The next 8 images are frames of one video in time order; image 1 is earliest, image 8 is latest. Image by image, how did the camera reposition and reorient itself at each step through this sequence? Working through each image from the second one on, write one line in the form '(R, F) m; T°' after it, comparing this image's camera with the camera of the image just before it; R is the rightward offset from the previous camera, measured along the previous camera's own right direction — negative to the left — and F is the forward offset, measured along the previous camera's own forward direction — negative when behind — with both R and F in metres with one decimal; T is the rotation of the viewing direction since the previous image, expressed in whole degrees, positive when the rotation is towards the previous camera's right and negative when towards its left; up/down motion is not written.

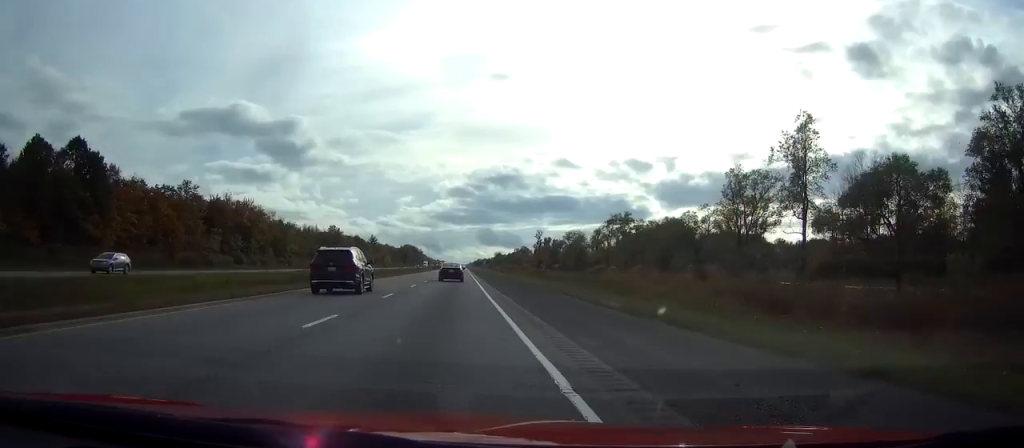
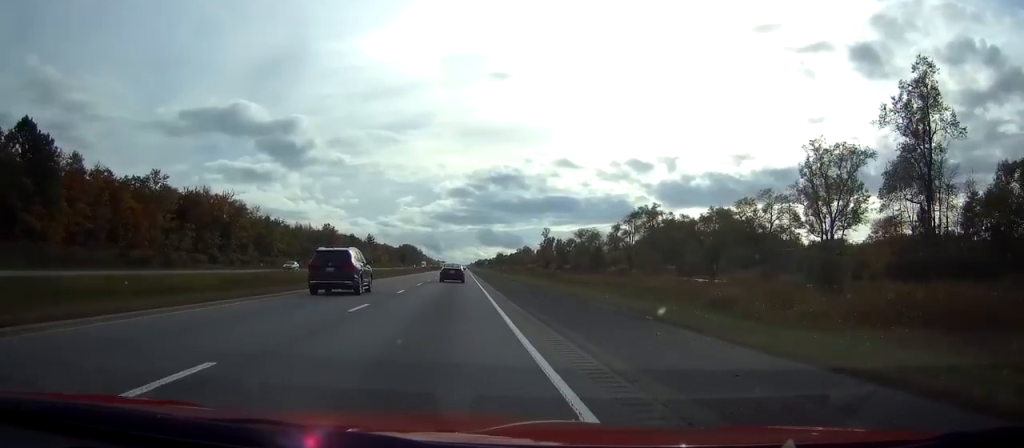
(0.0, +19.2) m; 0°
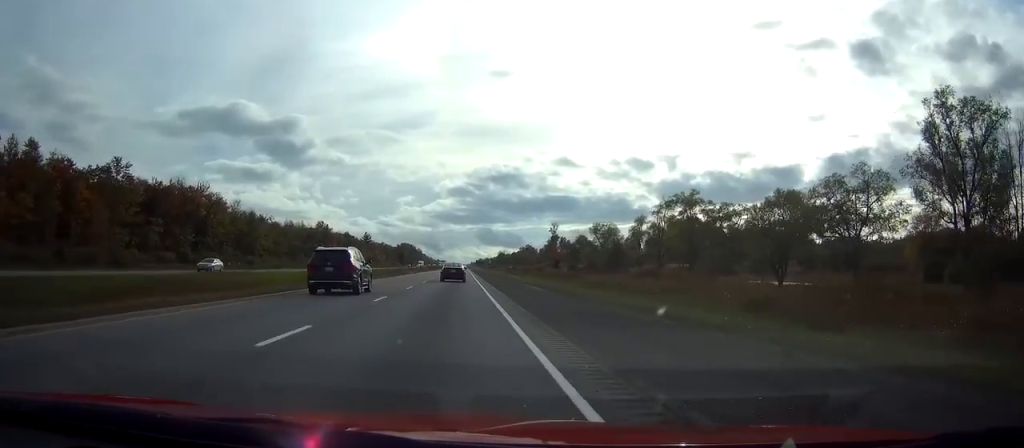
(0.0, +19.2) m; 0°
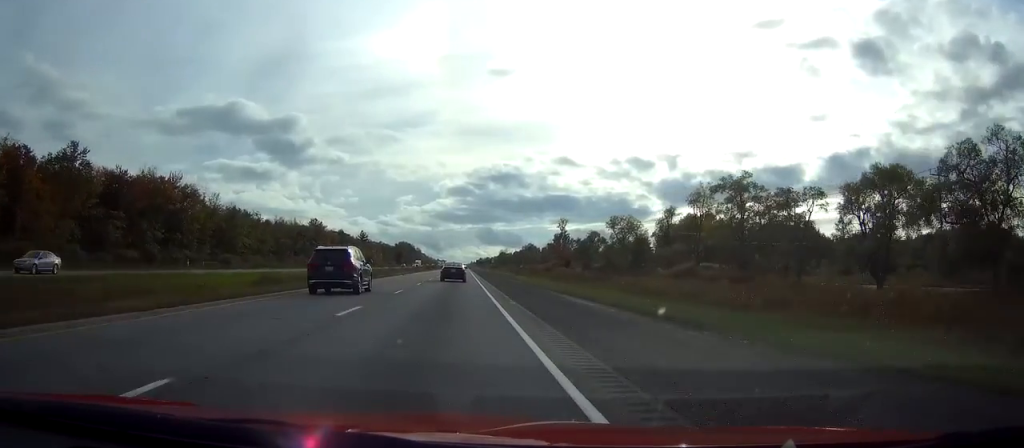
(0.0, +17.9) m; 0°
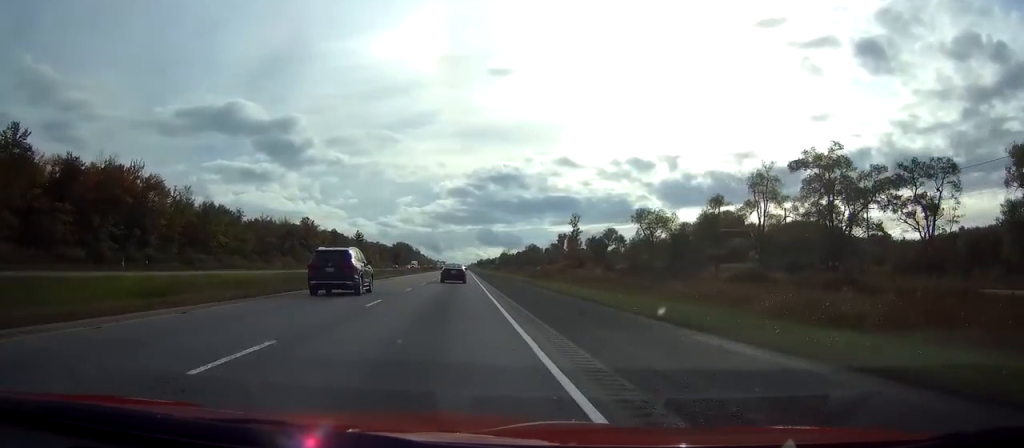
(0.0, +20.3) m; 0°
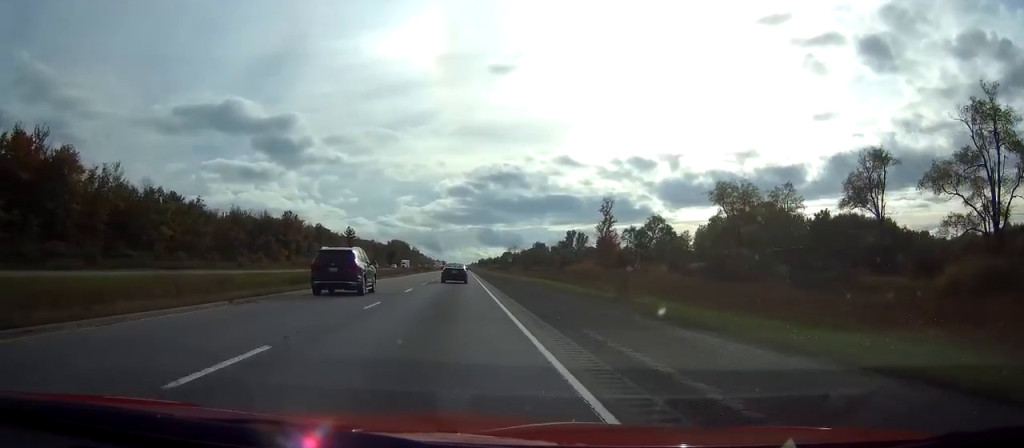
(0.0, +36.9) m; 0°
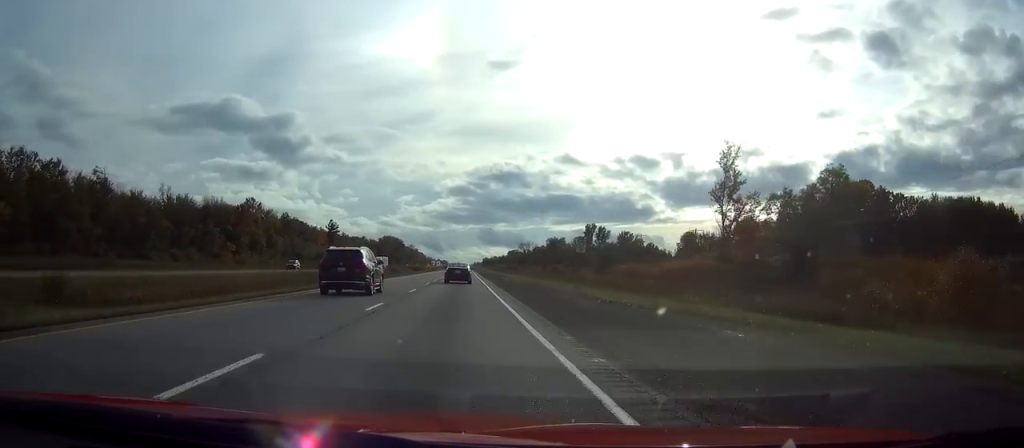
(0.0, +60.3) m; 0°
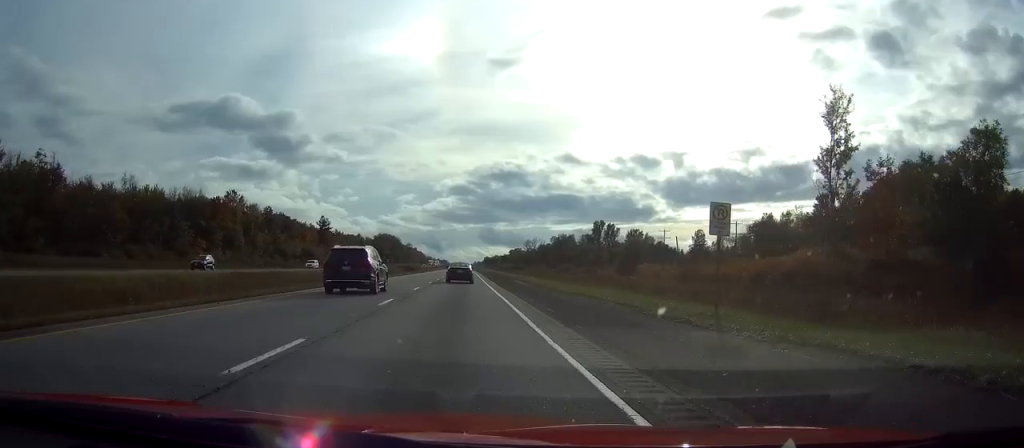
(0.0, +22.4) m; 0°
